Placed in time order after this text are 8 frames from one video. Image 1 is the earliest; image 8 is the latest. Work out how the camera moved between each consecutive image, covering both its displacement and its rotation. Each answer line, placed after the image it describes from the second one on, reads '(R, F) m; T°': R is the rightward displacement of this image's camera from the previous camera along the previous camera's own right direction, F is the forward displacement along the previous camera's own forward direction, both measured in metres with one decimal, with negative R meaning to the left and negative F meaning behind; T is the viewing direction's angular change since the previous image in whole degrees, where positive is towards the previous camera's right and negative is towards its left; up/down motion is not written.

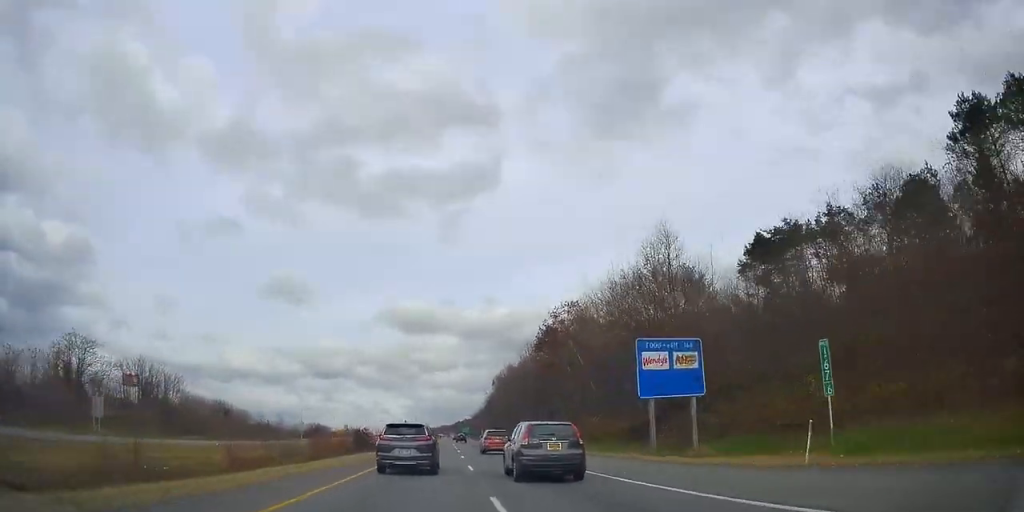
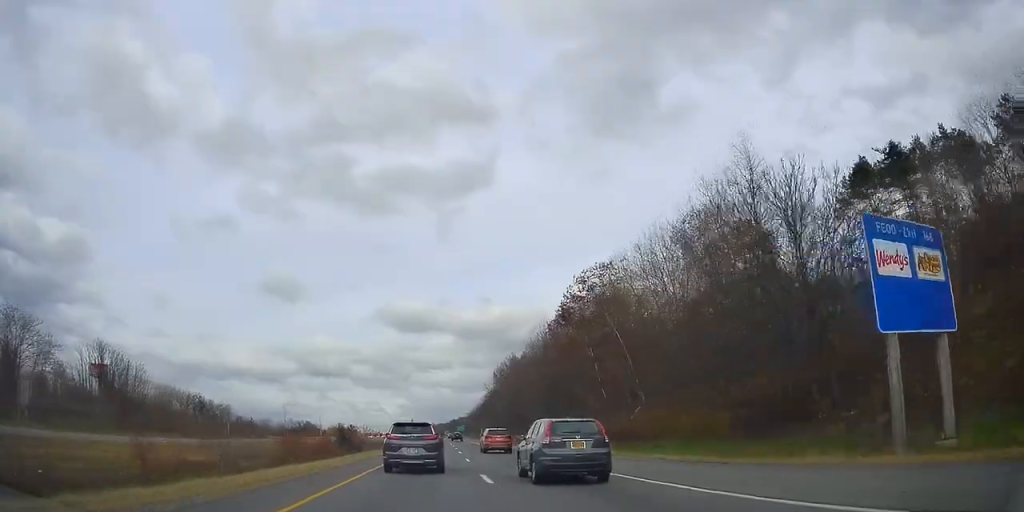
(0.0, +18.1) m; 0°
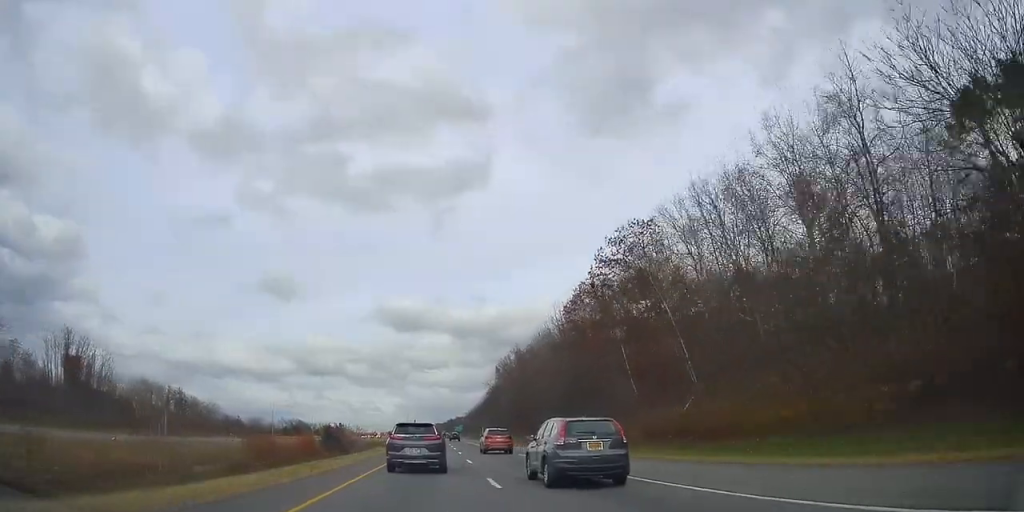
(0.0, +13.7) m; 0°
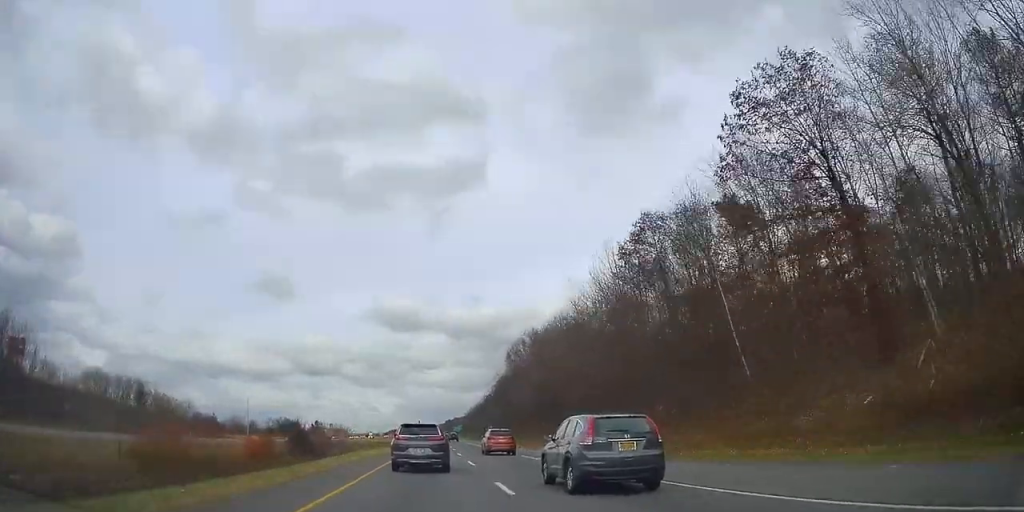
(-0.1, +26.3) m; +1°
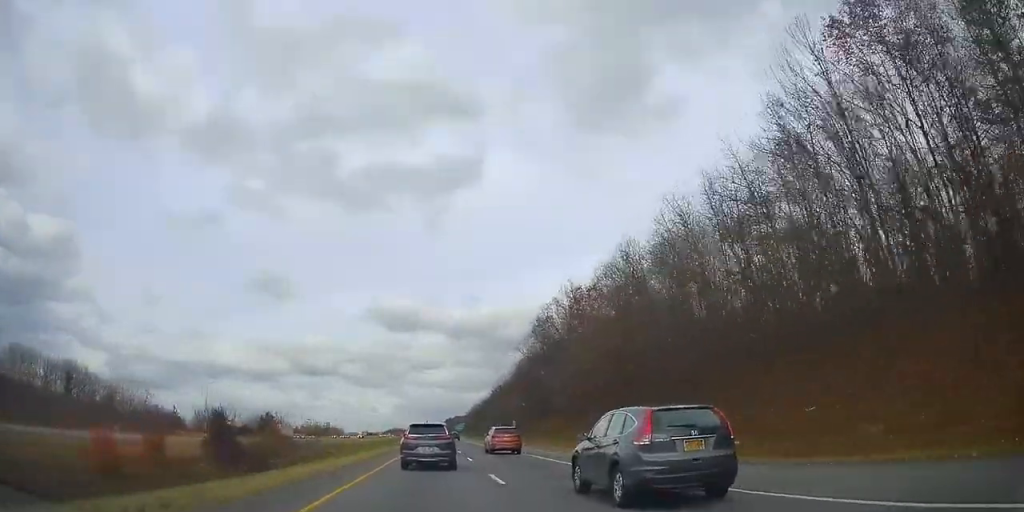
(+0.6, +34.4) m; +1°
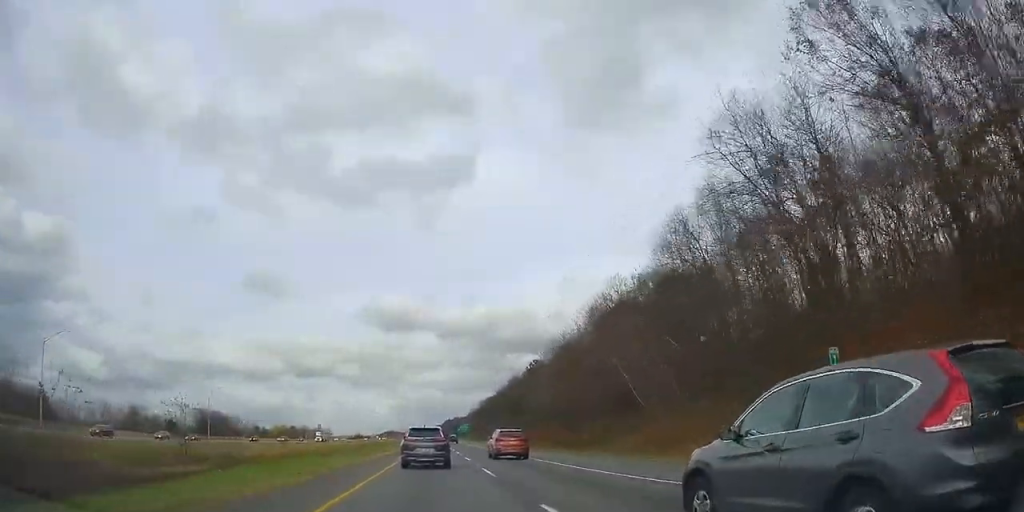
(+1.5, +68.3) m; +1°
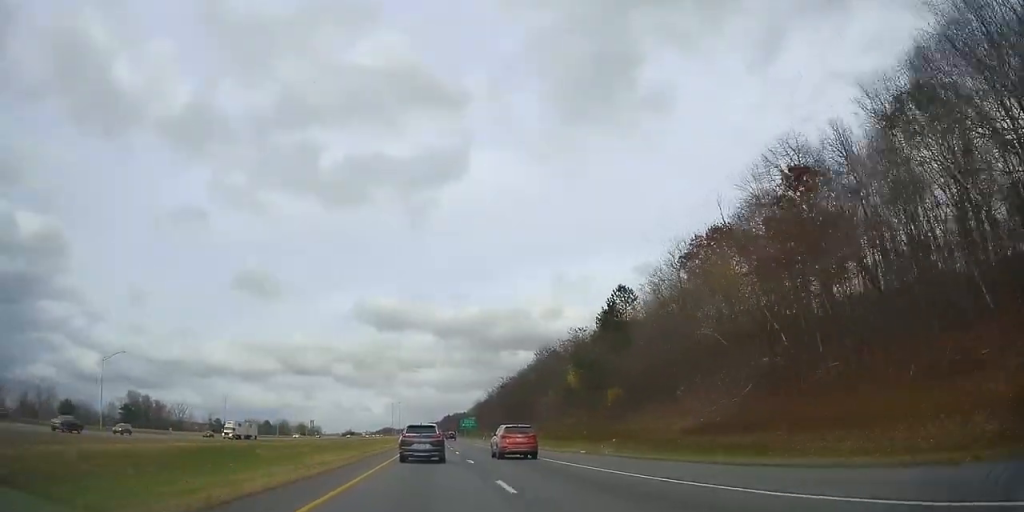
(-1.1, +54.0) m; 0°
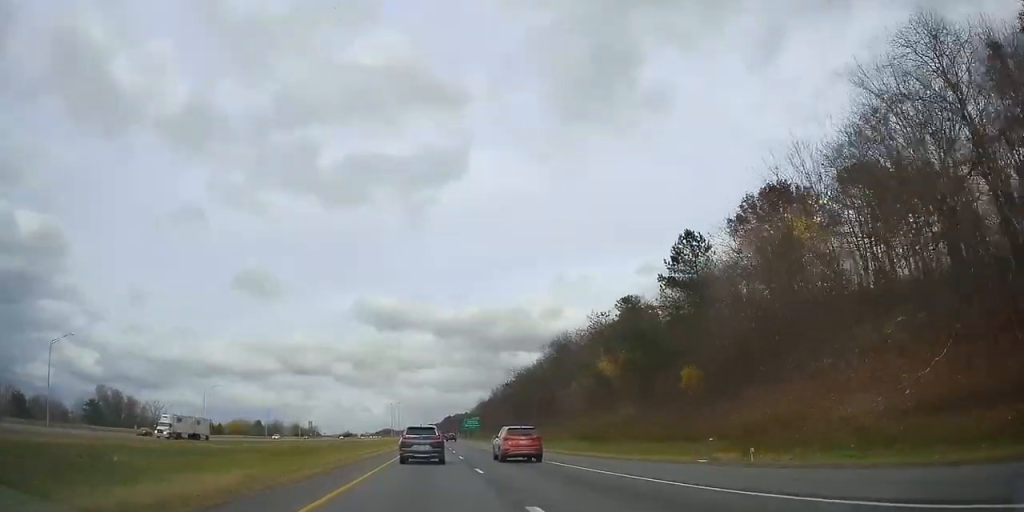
(+0.2, +17.0) m; 0°
